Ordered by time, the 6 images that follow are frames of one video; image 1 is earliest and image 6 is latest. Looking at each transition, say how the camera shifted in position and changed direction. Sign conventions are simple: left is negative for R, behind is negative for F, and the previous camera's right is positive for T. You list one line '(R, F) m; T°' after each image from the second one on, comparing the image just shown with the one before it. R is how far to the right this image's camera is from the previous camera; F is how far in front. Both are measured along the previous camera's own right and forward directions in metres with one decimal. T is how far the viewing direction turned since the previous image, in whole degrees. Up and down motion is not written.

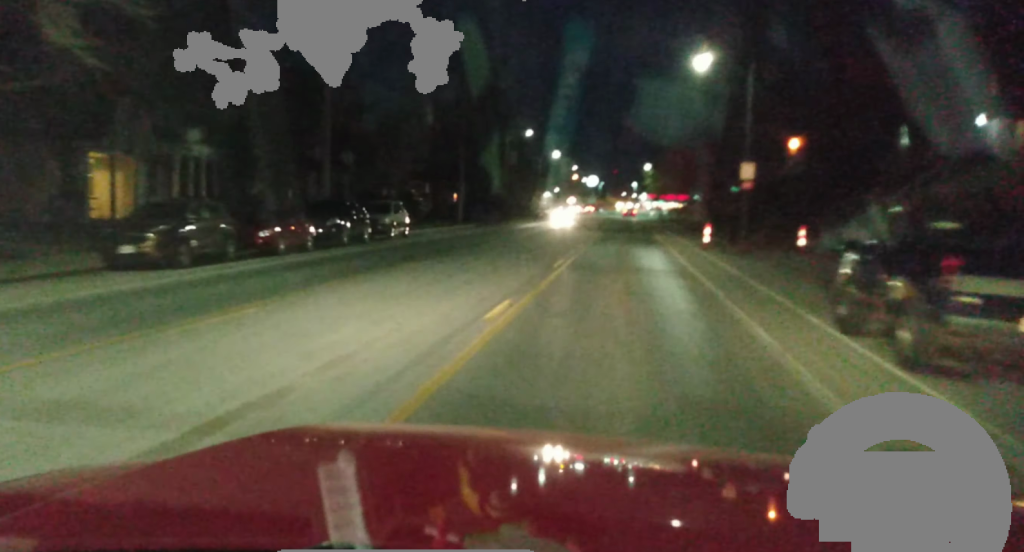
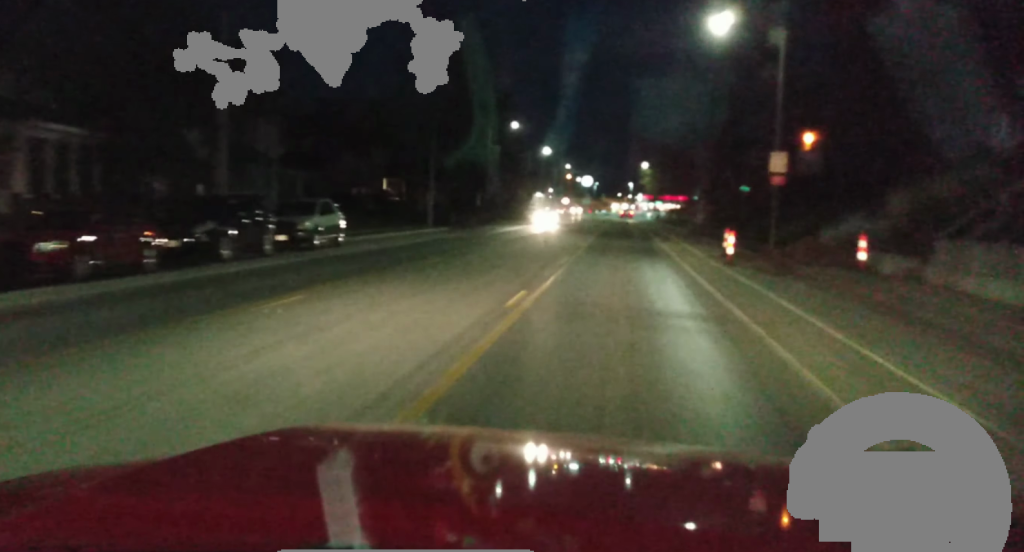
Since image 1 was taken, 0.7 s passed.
(0.0, +10.2) m; 0°
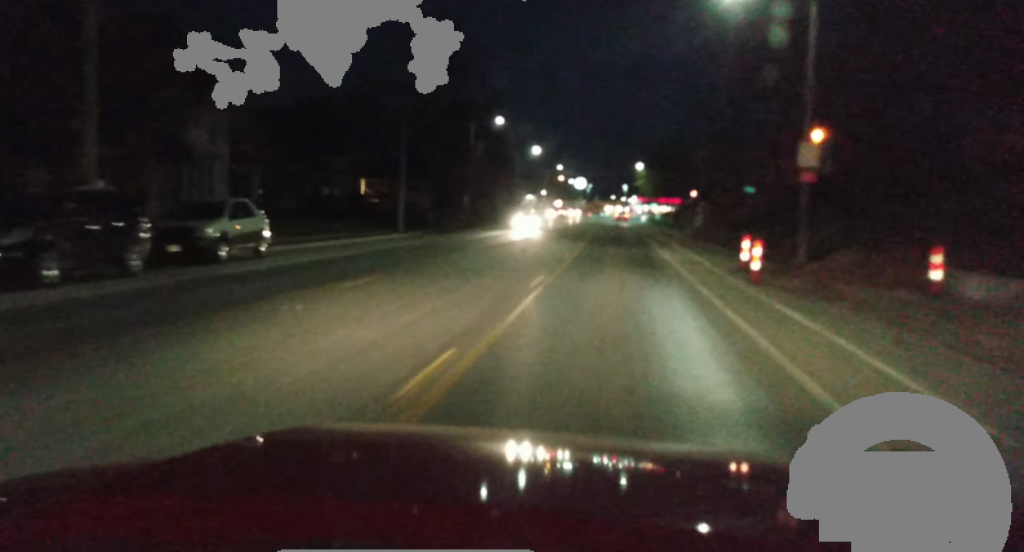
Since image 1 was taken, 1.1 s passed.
(0.0, +7.3) m; 0°
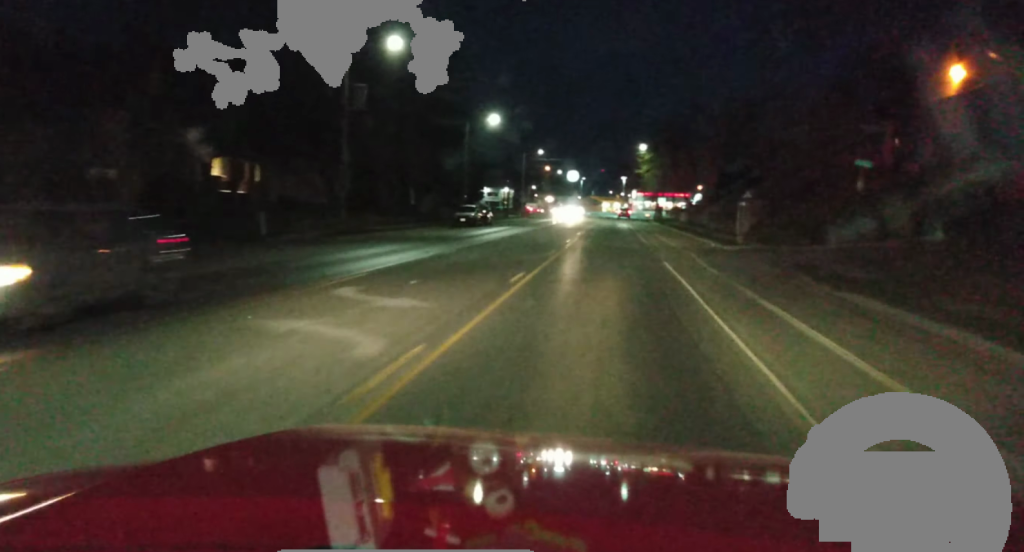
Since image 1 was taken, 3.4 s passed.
(-0.1, +36.1) m; 0°
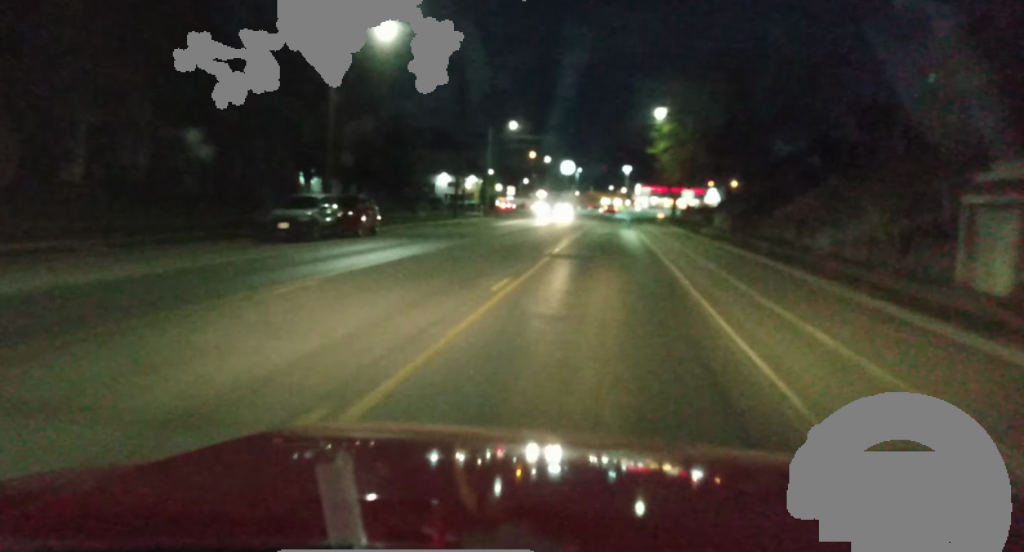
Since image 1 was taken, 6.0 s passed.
(+0.2, +39.3) m; 0°
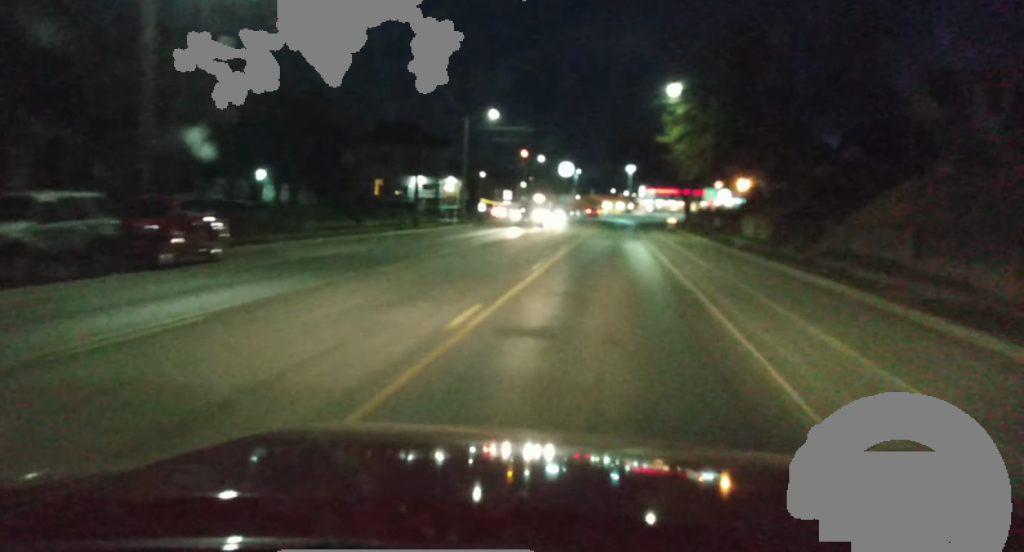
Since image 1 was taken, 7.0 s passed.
(-0.1, +16.5) m; -1°
